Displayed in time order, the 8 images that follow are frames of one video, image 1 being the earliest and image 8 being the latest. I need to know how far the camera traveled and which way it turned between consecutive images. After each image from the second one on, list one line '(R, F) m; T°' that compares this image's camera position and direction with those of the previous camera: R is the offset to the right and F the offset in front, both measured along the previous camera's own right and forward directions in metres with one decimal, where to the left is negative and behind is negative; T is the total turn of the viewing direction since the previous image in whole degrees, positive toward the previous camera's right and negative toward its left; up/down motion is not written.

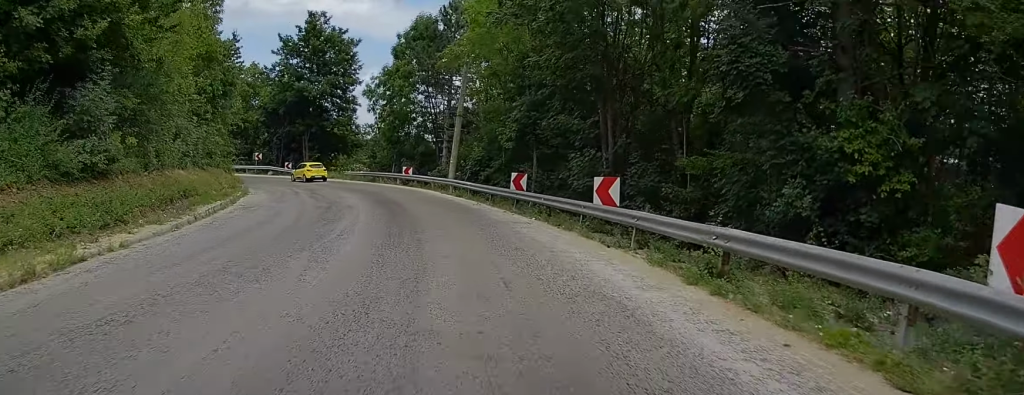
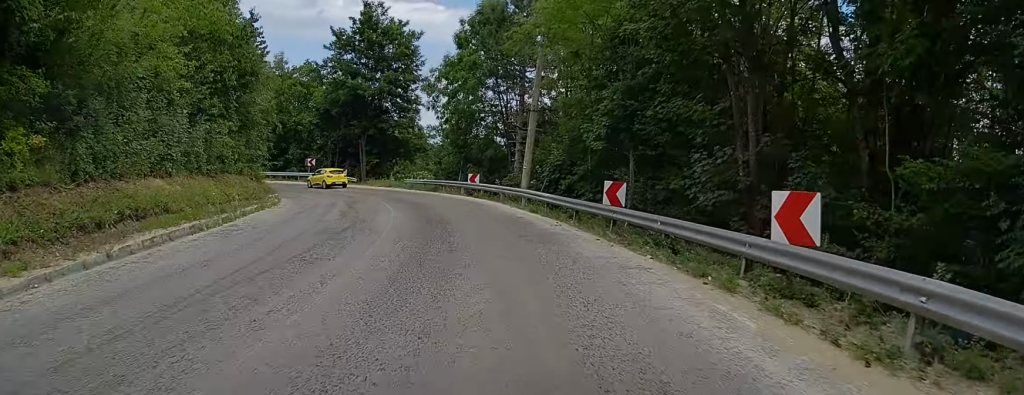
(-0.6, +6.8) m; -6°
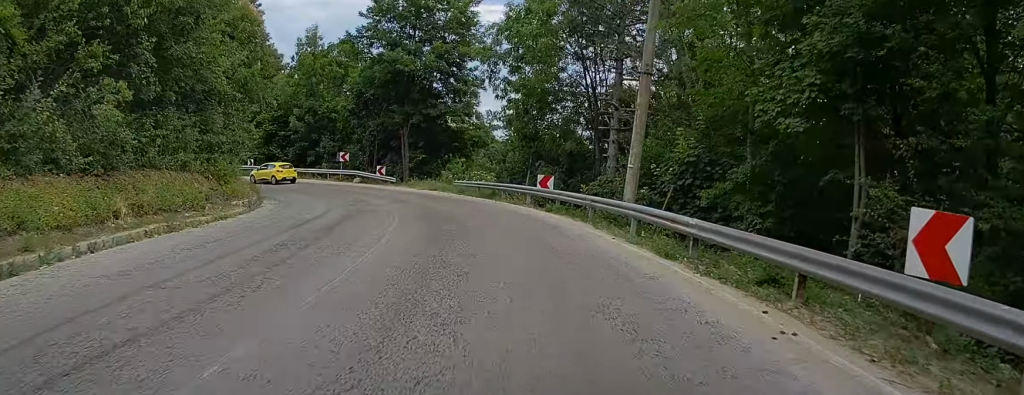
(-0.8, +11.4) m; -7°
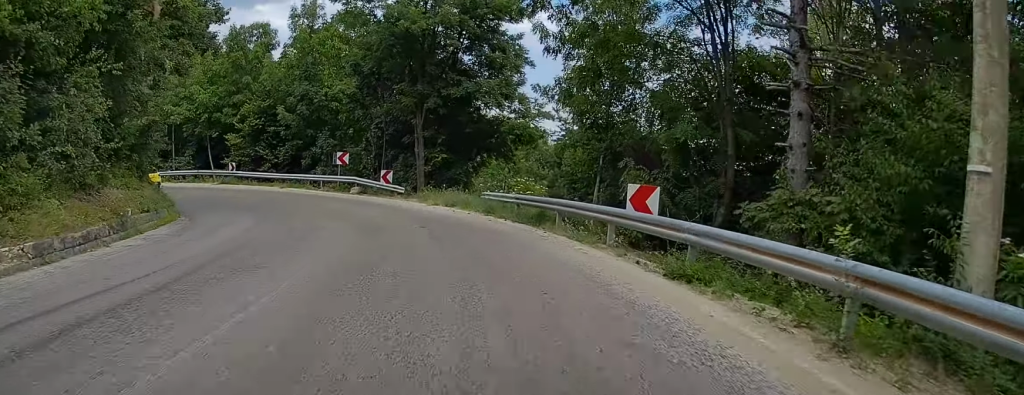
(-0.8, +12.5) m; -6°
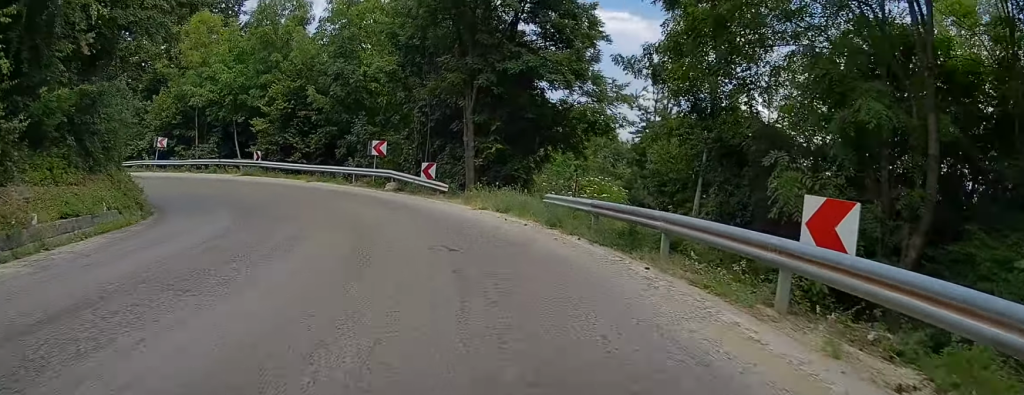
(-0.1, +5.7) m; -5°
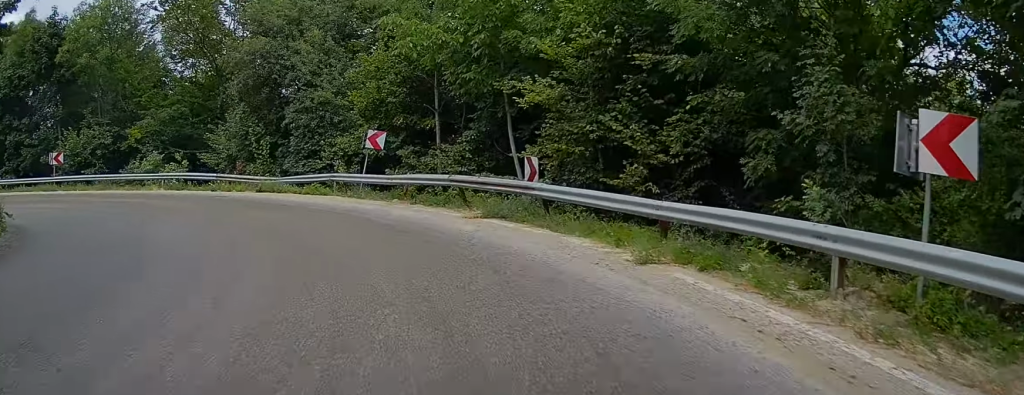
(-5.8, +21.8) m; -34°
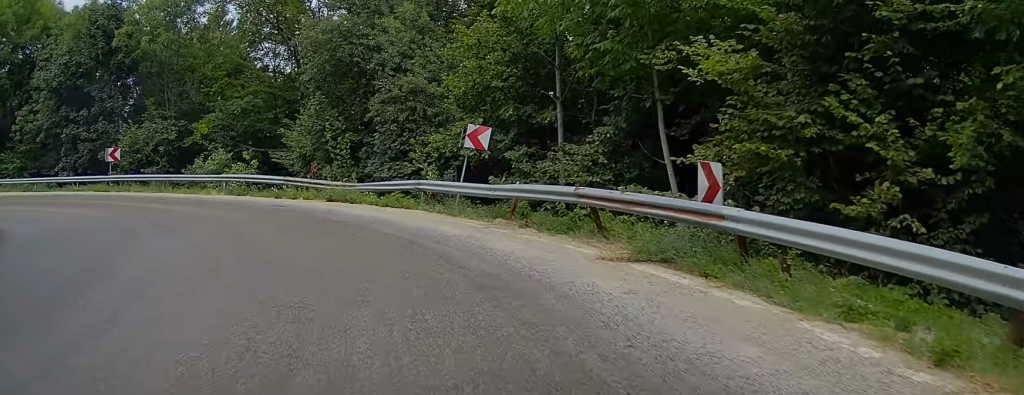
(+0.3, +5.5) m; -10°
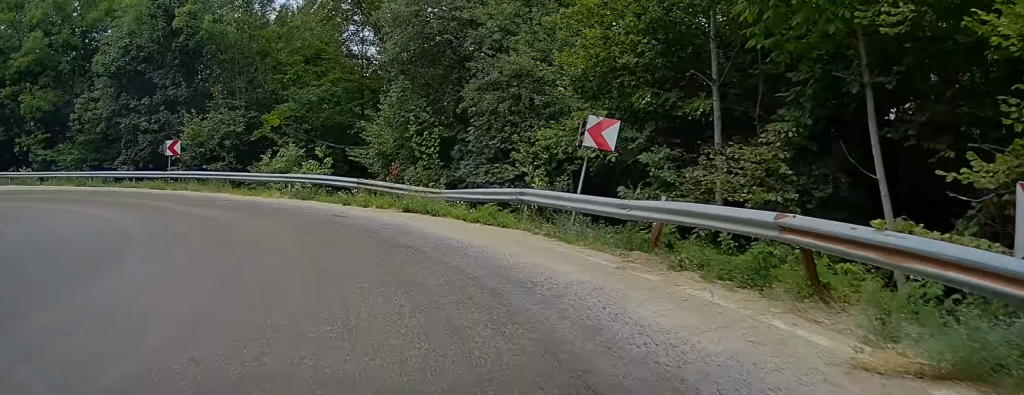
(-1.0, +4.3) m; -11°
